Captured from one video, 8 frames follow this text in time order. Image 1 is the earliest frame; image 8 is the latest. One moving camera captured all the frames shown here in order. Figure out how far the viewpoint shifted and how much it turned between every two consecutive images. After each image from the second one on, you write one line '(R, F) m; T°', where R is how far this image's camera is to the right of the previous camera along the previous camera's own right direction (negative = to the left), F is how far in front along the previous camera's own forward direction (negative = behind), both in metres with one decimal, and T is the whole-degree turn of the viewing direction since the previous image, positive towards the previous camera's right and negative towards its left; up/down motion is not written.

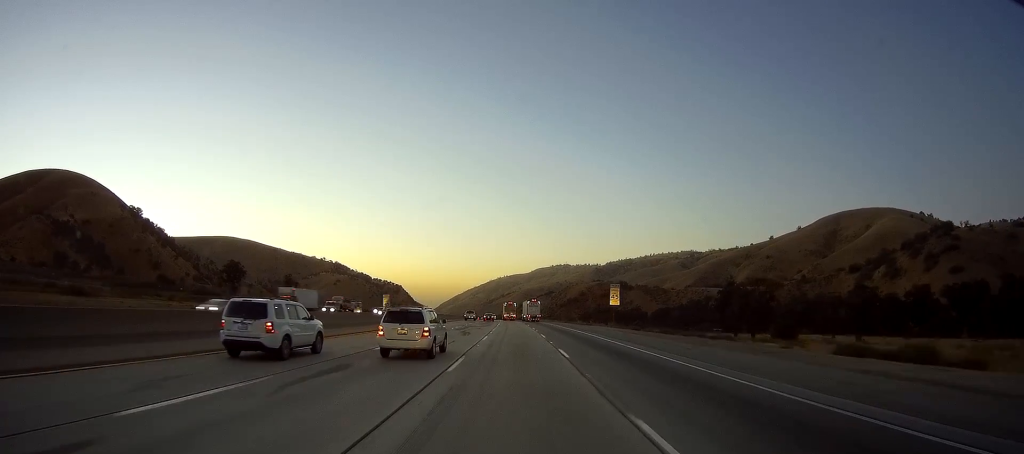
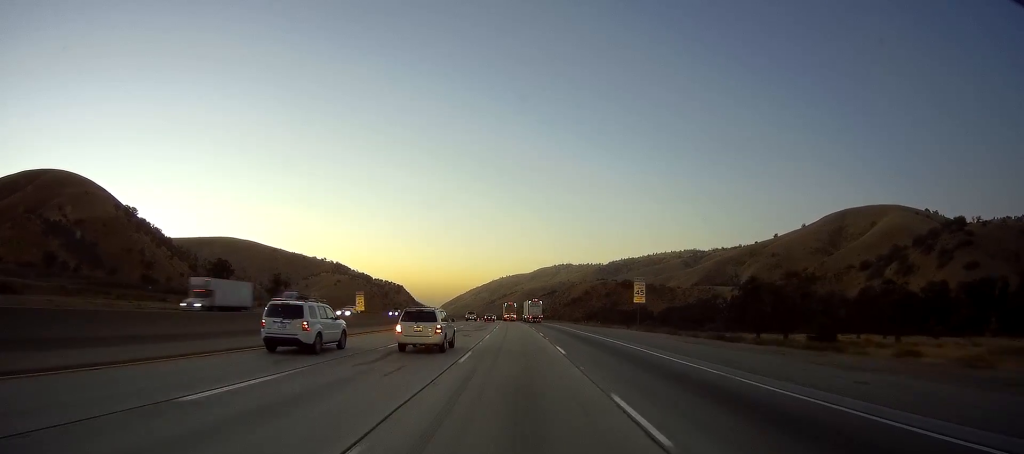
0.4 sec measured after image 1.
(0.0, +12.7) m; 0°
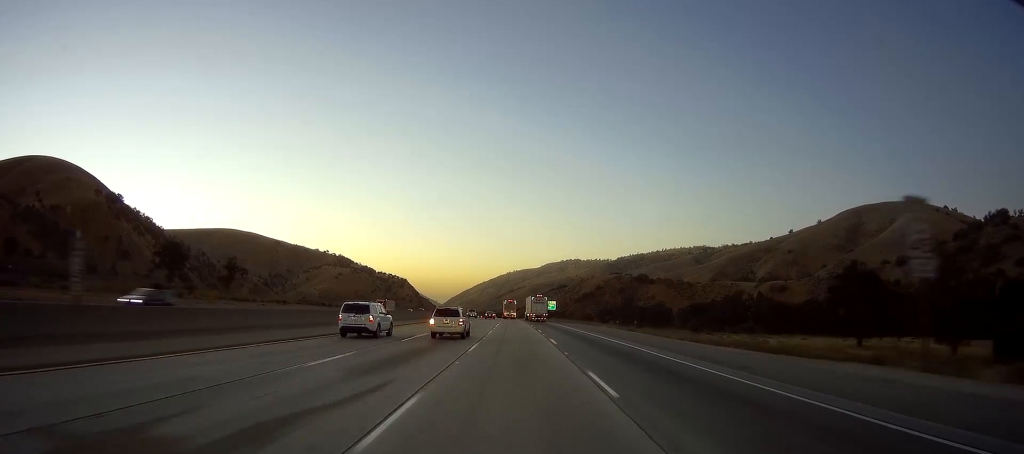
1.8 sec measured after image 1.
(+0.2, +40.1) m; -1°
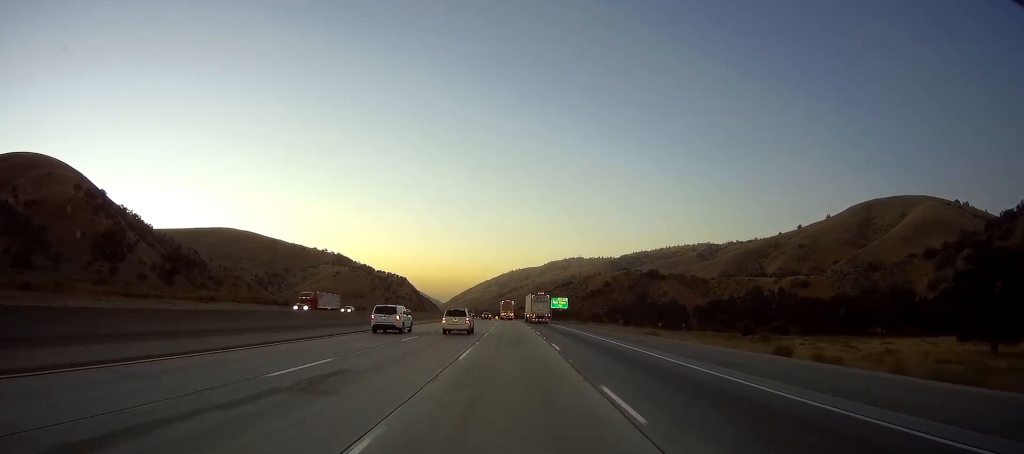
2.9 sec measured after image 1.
(-0.4, +32.6) m; -1°
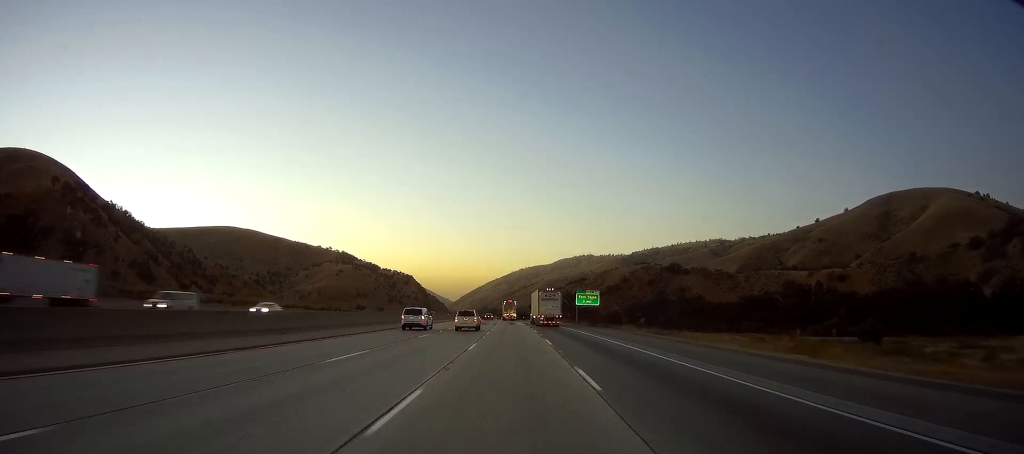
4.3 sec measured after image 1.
(-0.2, +40.5) m; -1°
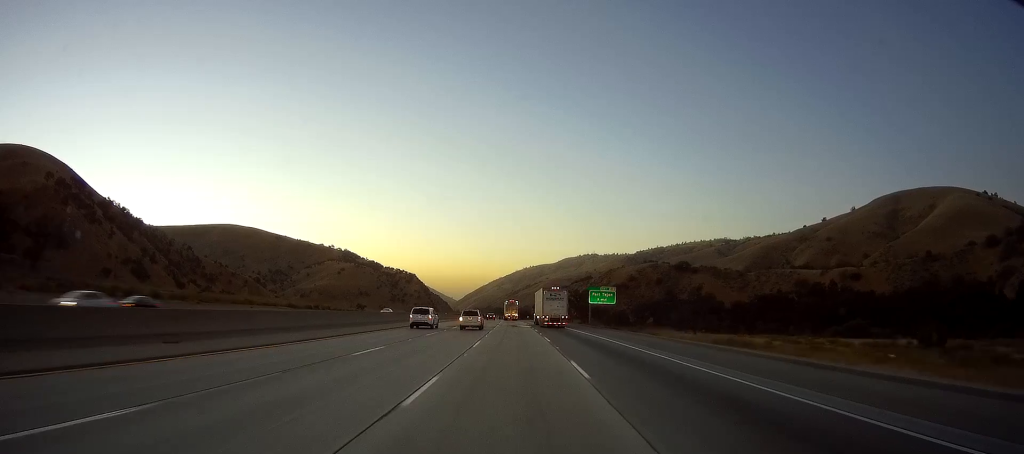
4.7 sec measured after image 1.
(-0.2, +12.9) m; 0°
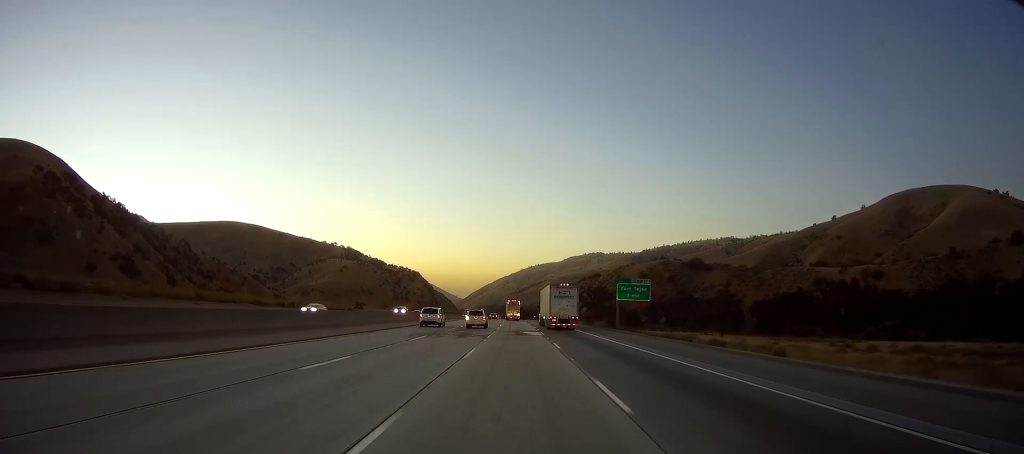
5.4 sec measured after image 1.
(-0.2, +19.8) m; 0°
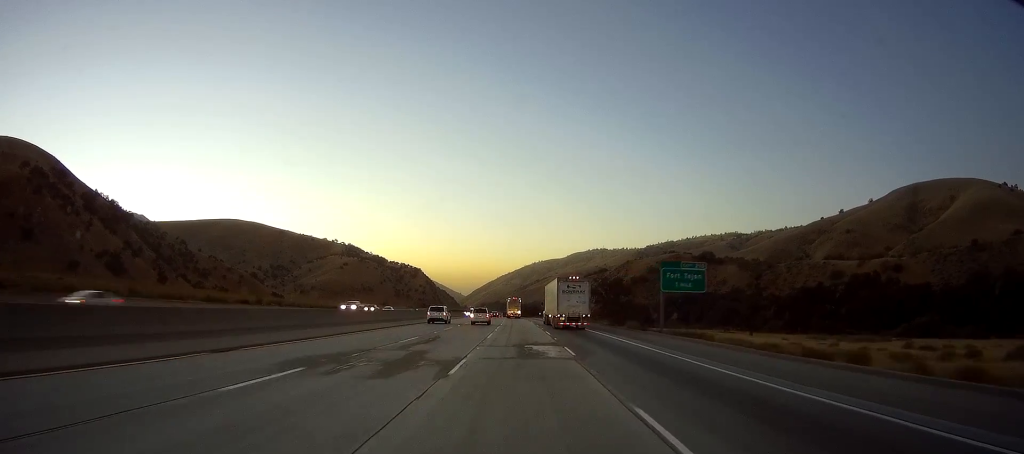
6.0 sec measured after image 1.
(+0.3, +18.8) m; 0°
